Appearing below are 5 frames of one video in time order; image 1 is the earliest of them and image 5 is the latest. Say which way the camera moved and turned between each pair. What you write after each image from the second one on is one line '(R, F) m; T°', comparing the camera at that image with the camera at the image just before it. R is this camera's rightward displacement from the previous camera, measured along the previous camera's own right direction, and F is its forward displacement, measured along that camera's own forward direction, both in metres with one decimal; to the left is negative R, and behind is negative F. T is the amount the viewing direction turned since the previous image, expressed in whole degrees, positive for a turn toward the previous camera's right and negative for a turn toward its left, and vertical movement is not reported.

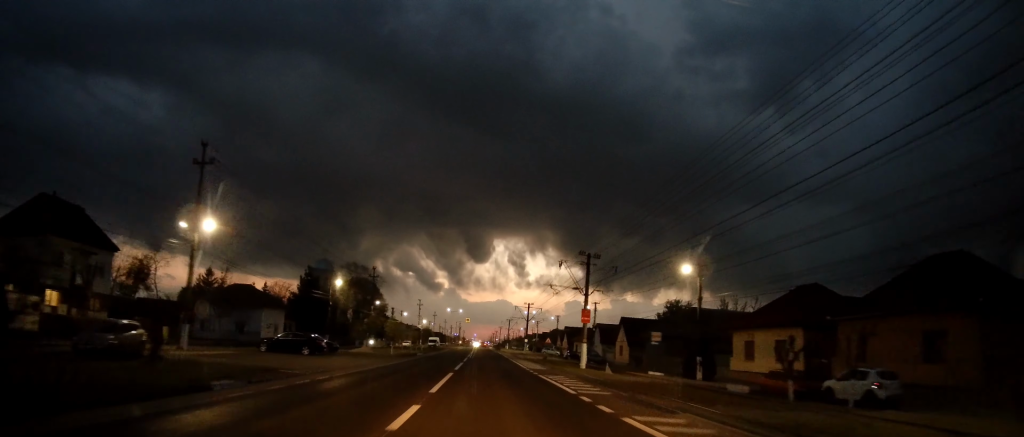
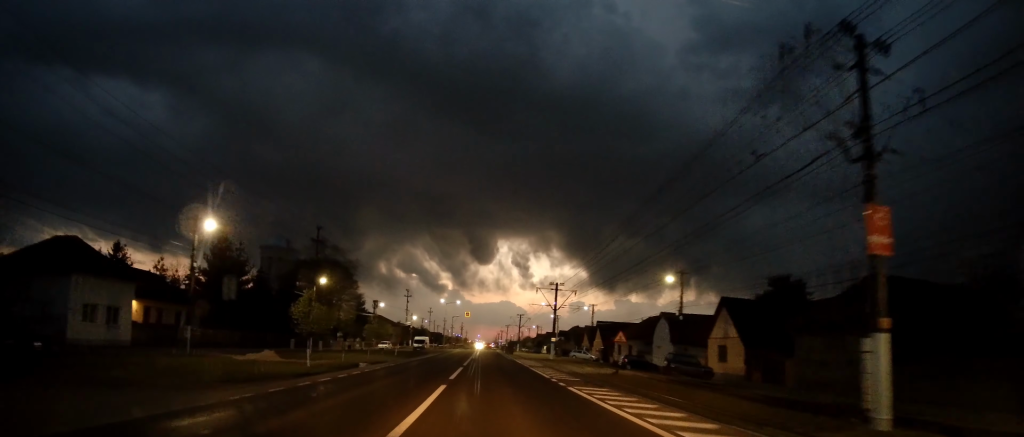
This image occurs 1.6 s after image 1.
(-0.3, +30.8) m; -1°
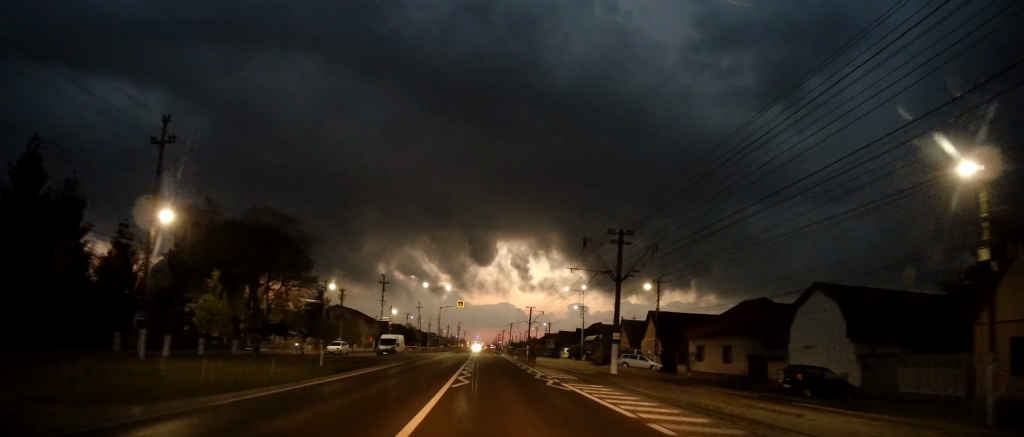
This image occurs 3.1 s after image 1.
(0.0, +28.3) m; +1°
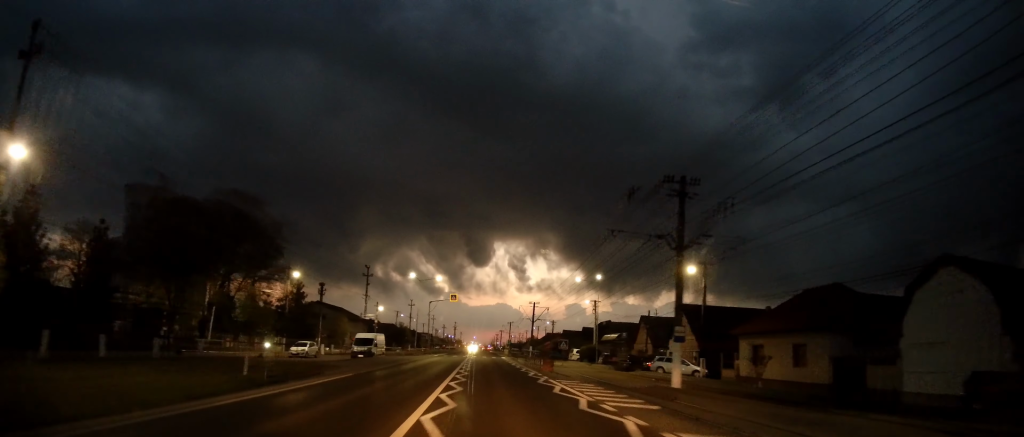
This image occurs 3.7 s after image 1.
(+0.1, +10.6) m; 0°
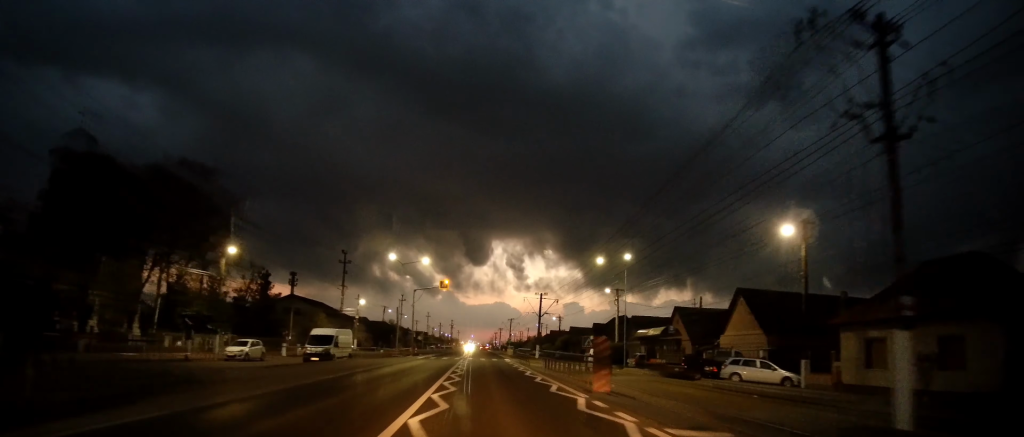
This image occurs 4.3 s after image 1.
(0.0, +12.3) m; -1°
